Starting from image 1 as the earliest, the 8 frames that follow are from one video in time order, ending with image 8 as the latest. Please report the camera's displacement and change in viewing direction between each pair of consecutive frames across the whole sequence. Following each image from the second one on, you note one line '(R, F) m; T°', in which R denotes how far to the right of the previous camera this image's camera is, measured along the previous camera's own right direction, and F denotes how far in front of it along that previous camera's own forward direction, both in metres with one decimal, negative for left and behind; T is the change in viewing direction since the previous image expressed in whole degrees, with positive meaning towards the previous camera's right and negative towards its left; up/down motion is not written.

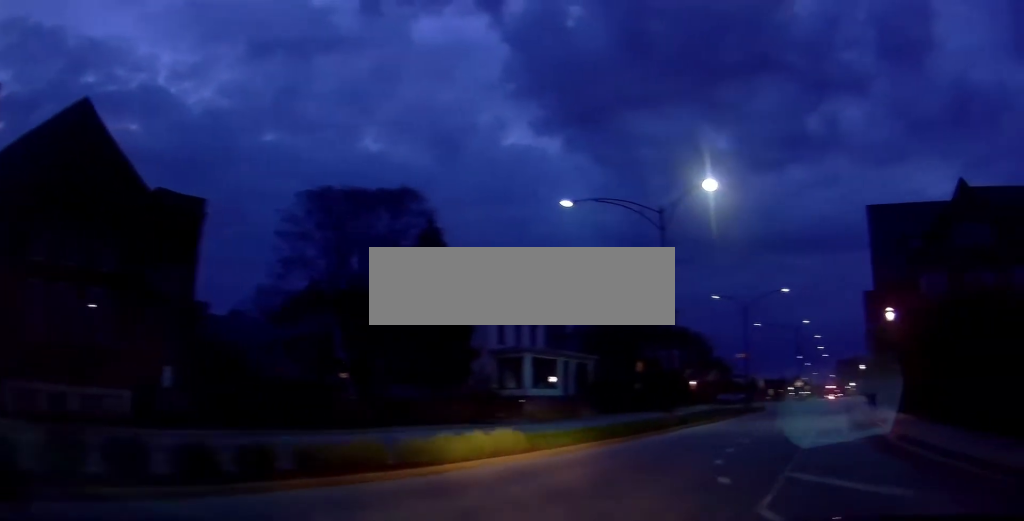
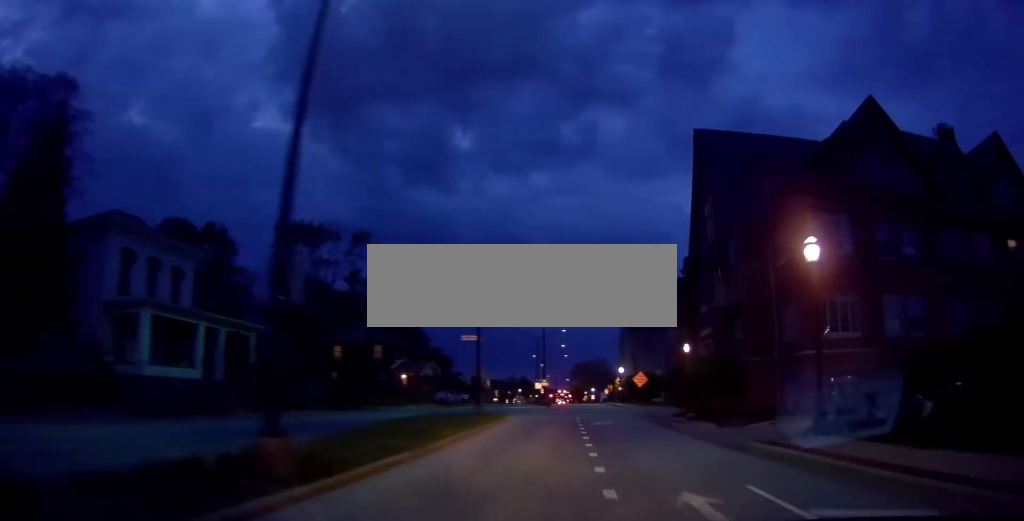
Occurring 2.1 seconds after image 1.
(+3.6, +13.6) m; +20°
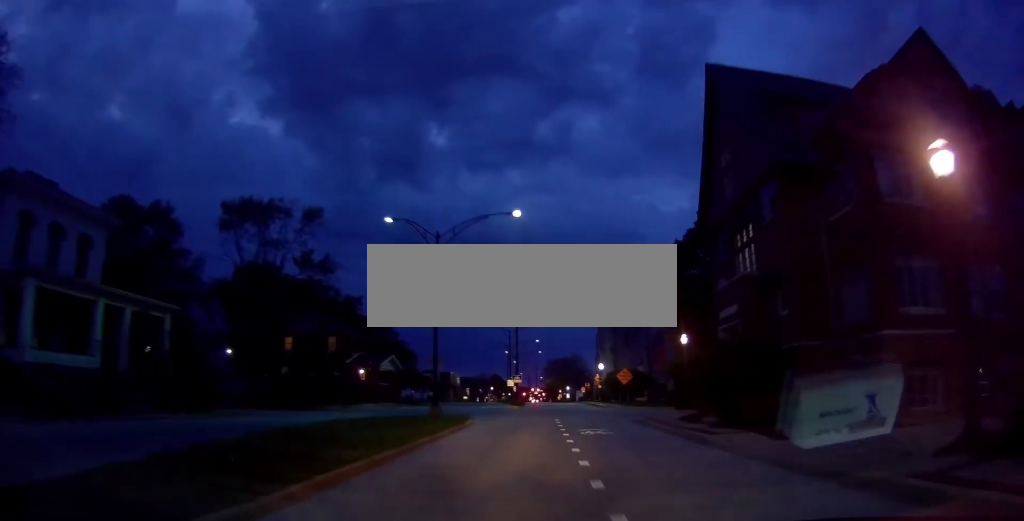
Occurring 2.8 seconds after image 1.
(-0.4, +6.5) m; +1°
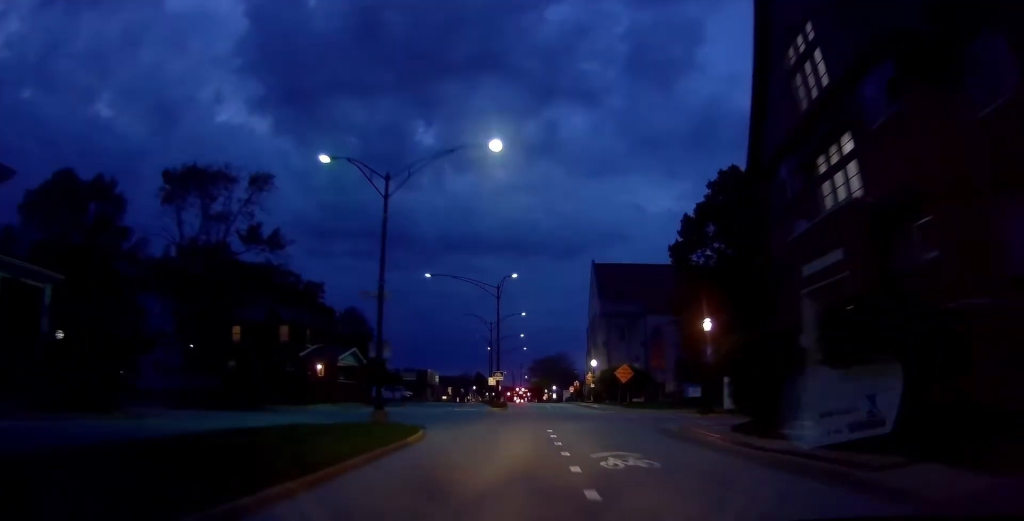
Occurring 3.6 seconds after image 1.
(+0.5, +8.8) m; +3°
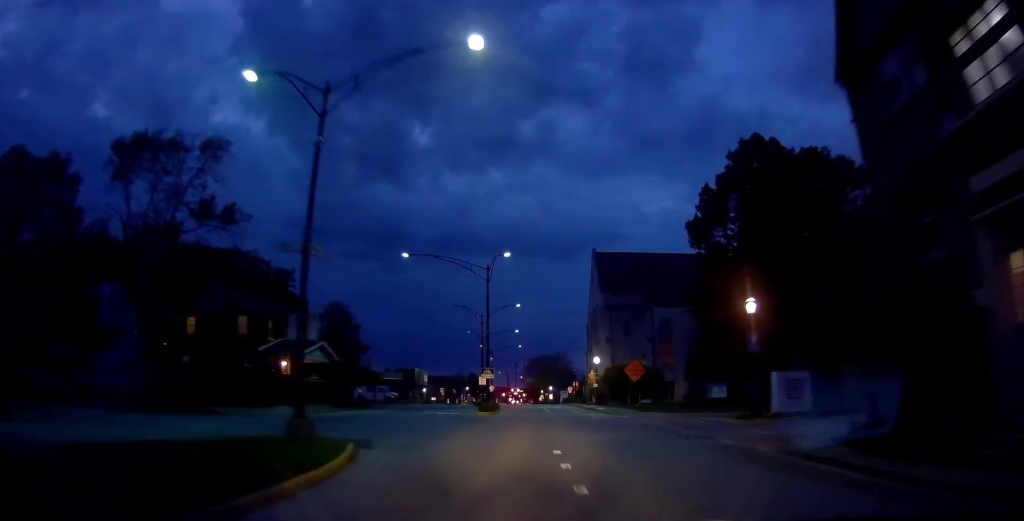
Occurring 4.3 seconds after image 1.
(+0.2, +7.1) m; +1°
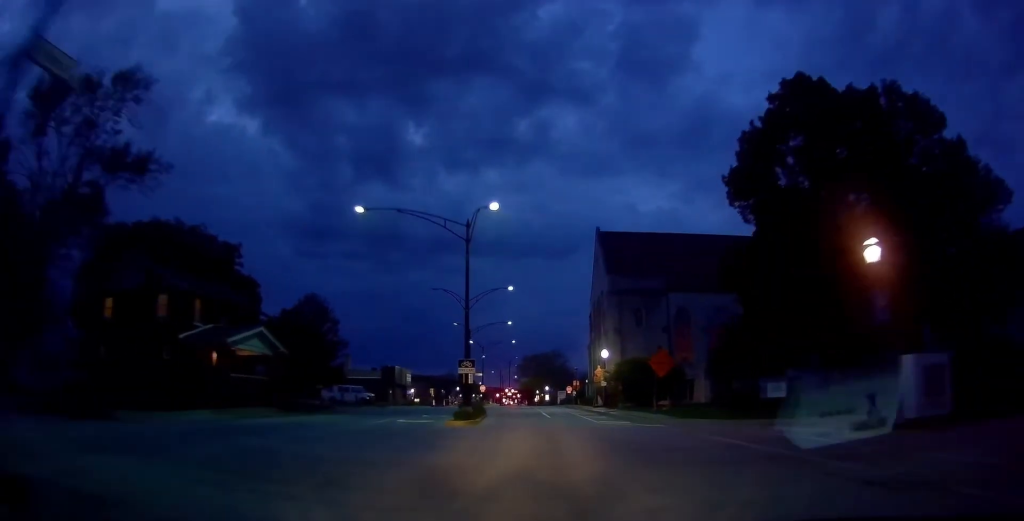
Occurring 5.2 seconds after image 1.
(0.0, +9.8) m; 0°
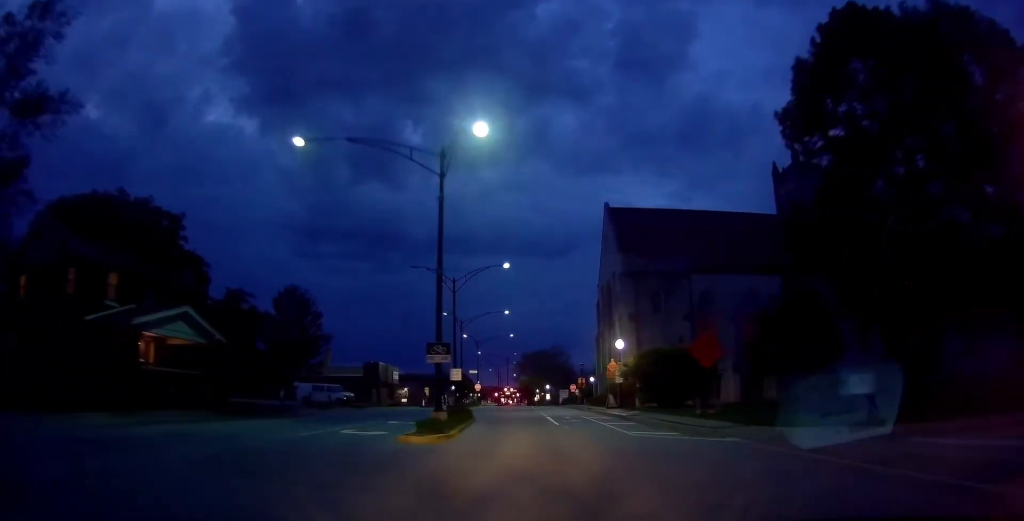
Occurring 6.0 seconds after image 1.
(0.0, +8.4) m; 0°
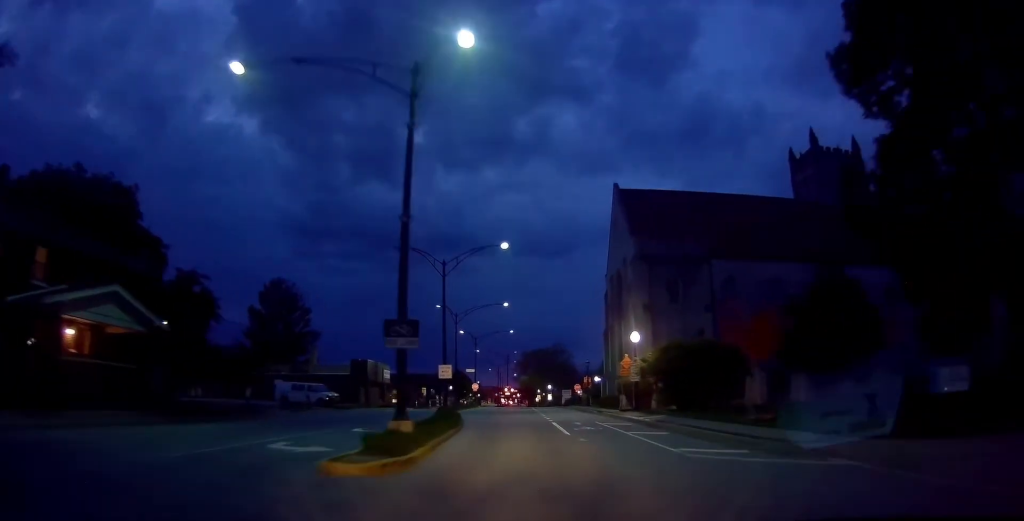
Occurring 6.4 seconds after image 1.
(0.0, +5.2) m; 0°
